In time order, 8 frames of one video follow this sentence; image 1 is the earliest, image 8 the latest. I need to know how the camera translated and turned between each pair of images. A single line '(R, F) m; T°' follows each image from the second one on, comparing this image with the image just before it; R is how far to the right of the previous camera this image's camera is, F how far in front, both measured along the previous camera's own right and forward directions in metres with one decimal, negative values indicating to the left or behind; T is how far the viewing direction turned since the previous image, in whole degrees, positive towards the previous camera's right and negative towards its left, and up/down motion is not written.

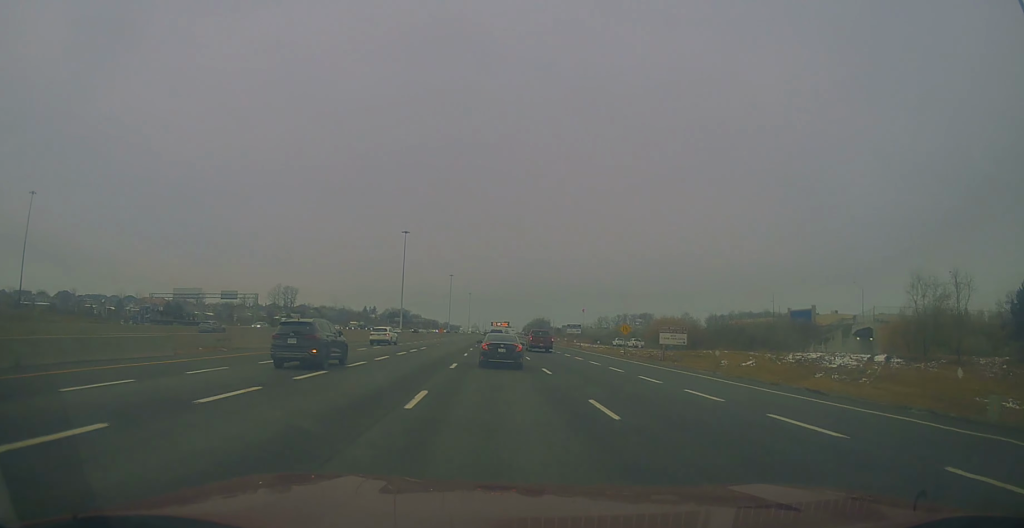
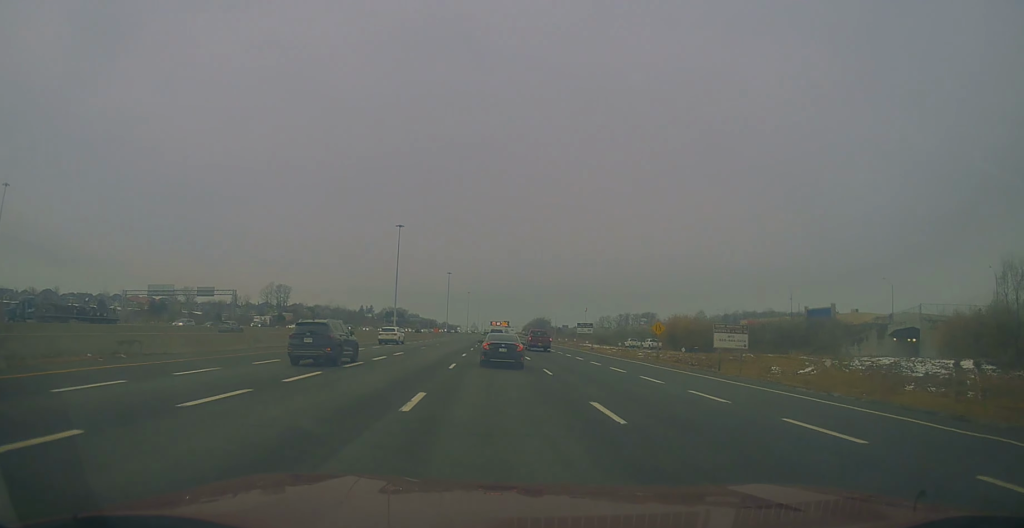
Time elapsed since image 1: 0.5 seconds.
(+0.3, +12.4) m; 0°
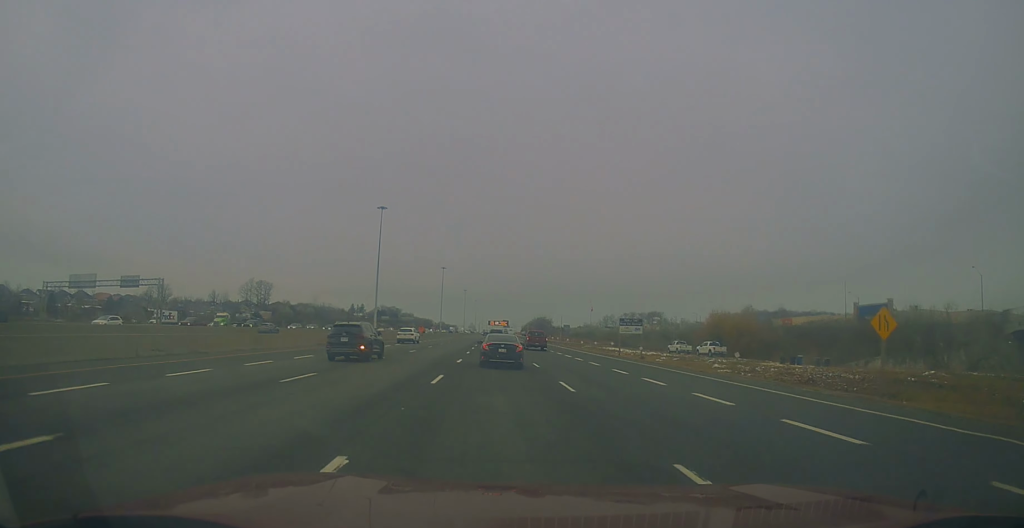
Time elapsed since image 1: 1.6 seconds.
(-0.5, +30.3) m; 0°
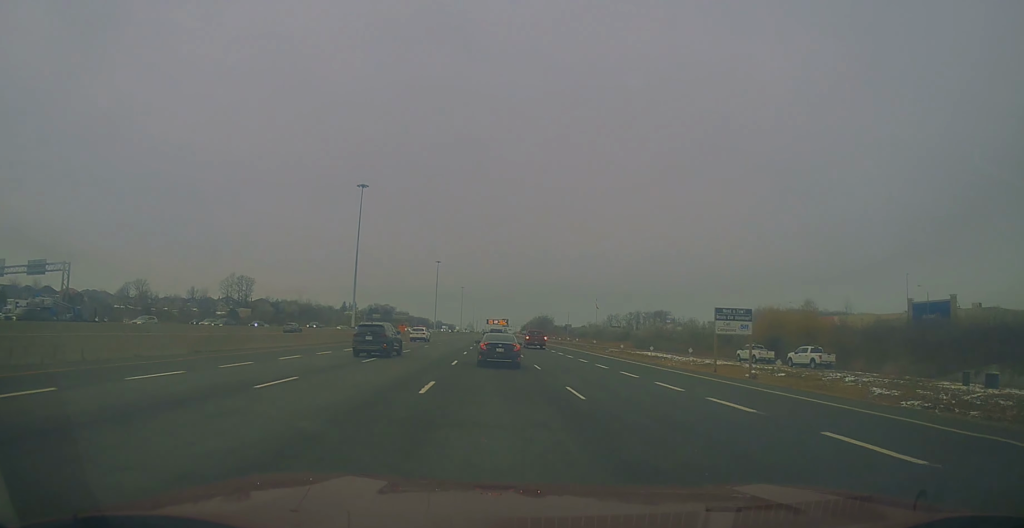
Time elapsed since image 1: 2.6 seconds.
(+0.5, +26.1) m; 0°
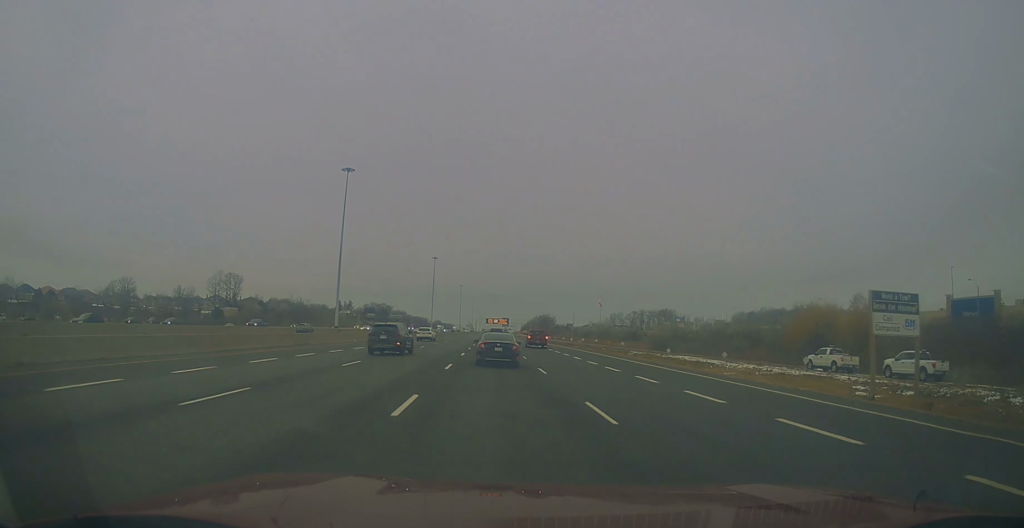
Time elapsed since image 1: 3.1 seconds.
(-0.2, +15.3) m; -1°
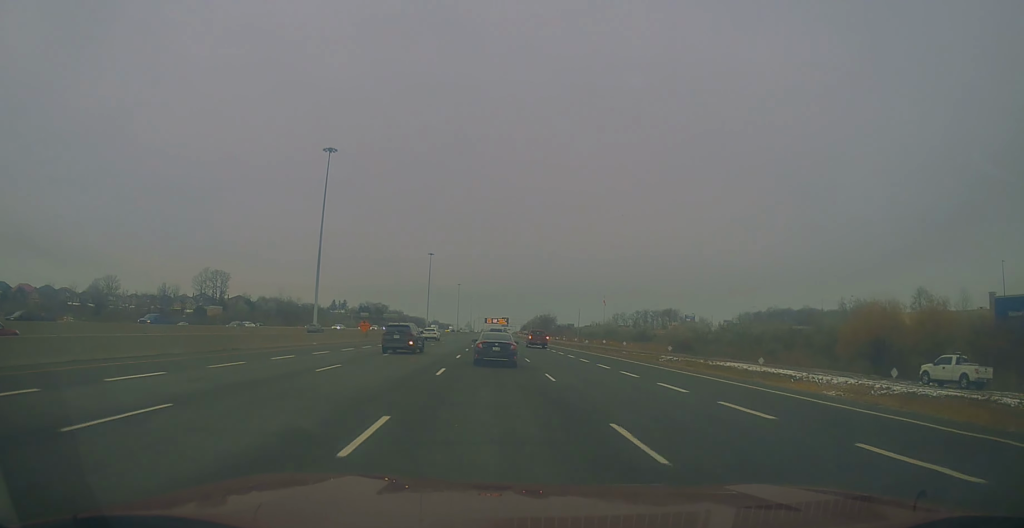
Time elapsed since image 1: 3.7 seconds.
(-0.2, +15.3) m; -1°
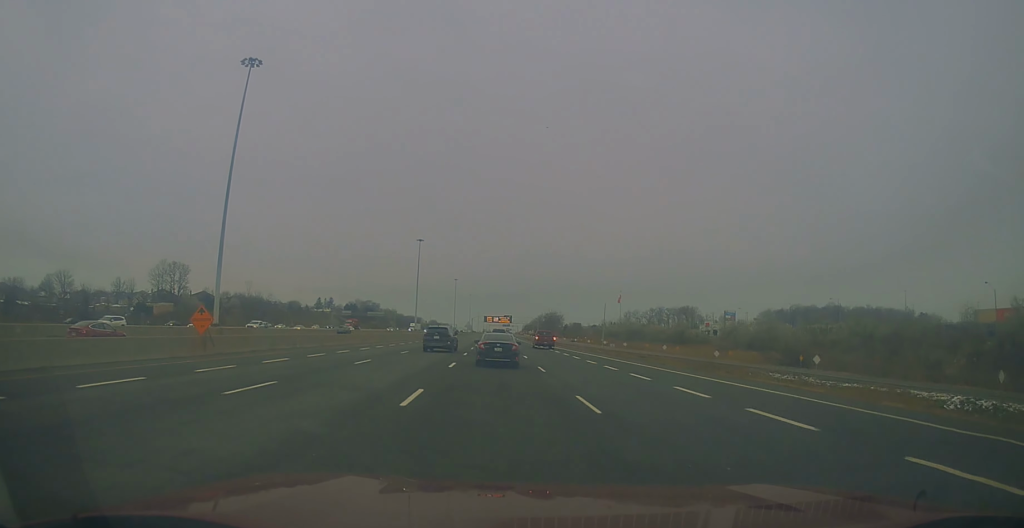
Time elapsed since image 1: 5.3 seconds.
(+0.6, +43.4) m; +2°
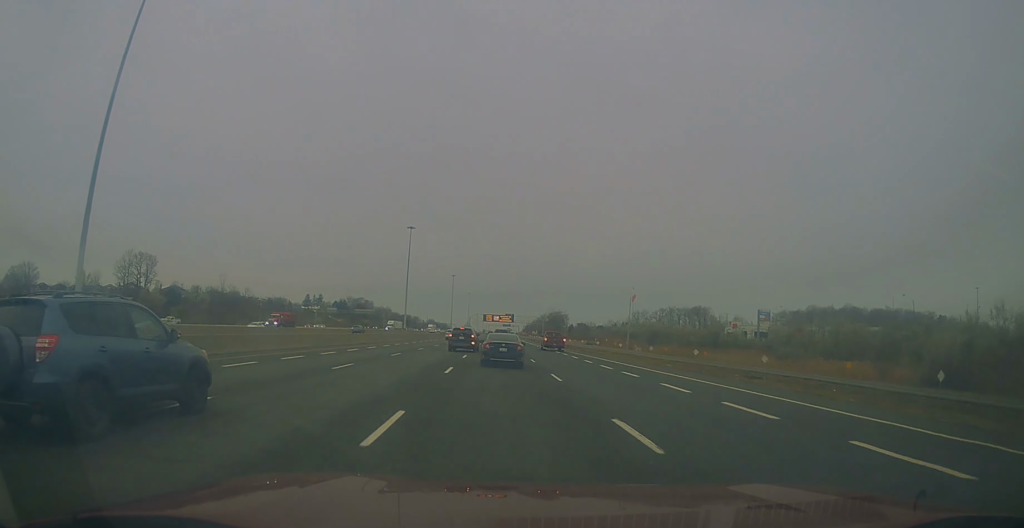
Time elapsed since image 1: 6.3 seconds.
(+0.1, +27.9) m; 0°
